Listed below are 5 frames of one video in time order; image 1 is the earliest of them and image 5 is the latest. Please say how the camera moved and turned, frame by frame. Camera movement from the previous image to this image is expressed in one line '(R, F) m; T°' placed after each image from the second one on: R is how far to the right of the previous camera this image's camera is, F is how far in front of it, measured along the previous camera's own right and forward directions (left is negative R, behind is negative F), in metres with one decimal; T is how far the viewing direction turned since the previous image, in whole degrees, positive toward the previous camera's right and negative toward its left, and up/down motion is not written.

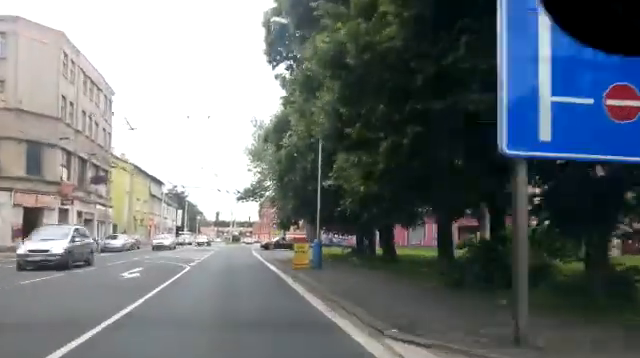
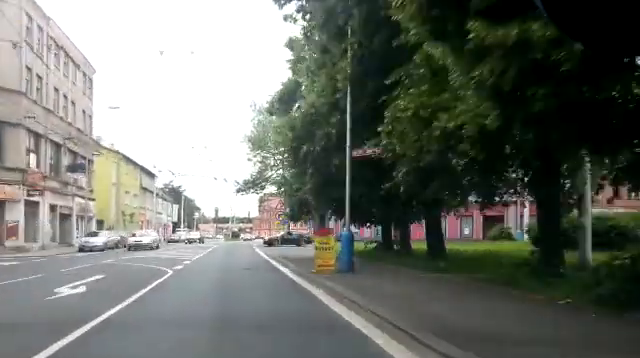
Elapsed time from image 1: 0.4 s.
(0.0, +5.8) m; 0°
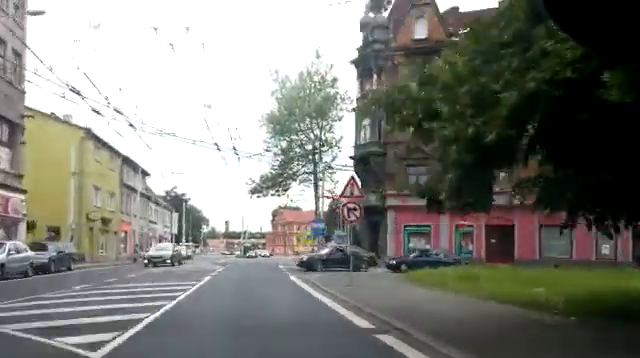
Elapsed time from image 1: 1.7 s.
(+0.3, +17.6) m; +3°
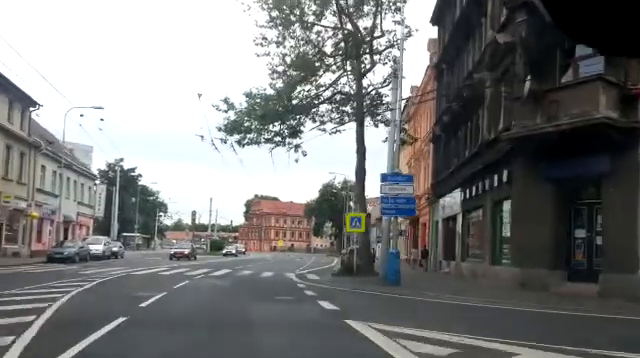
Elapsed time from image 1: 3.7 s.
(-0.1, +26.2) m; +1°
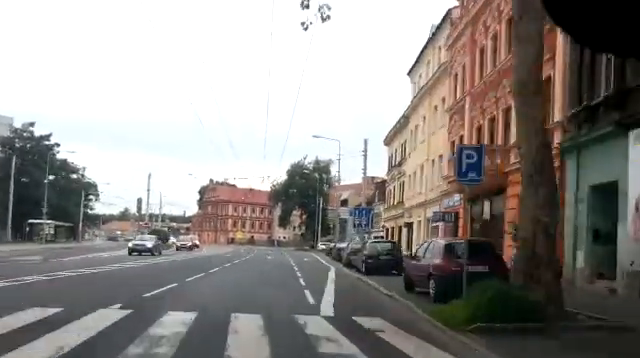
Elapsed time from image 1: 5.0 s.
(+1.1, +17.1) m; +8°
